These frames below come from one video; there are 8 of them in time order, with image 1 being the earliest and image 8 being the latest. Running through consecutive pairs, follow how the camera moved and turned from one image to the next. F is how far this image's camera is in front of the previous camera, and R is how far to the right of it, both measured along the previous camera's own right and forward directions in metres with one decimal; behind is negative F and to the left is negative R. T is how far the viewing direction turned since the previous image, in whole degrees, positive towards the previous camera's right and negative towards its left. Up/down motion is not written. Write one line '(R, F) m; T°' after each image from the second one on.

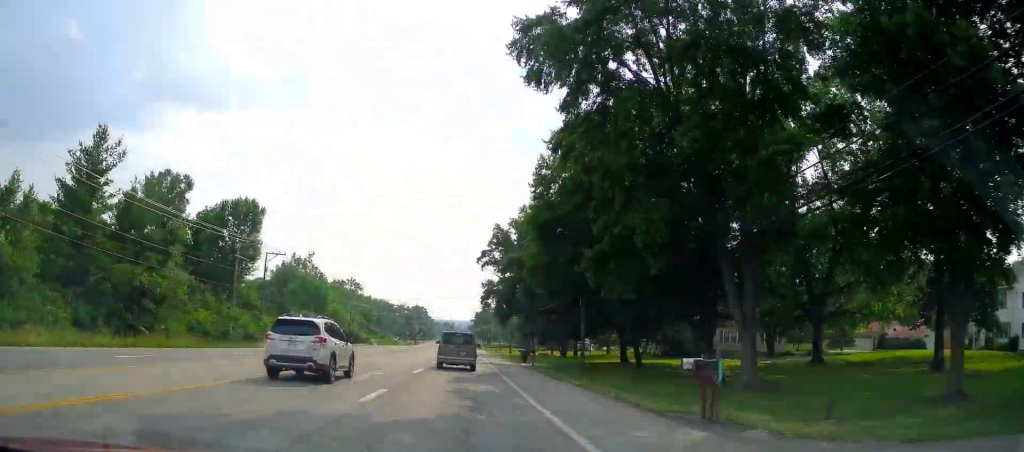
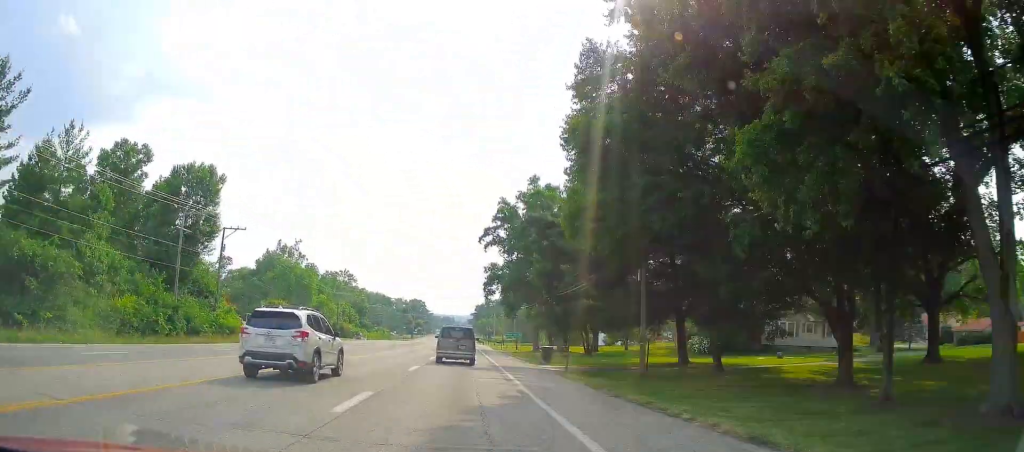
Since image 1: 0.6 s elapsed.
(+0.1, +14.4) m; +2°
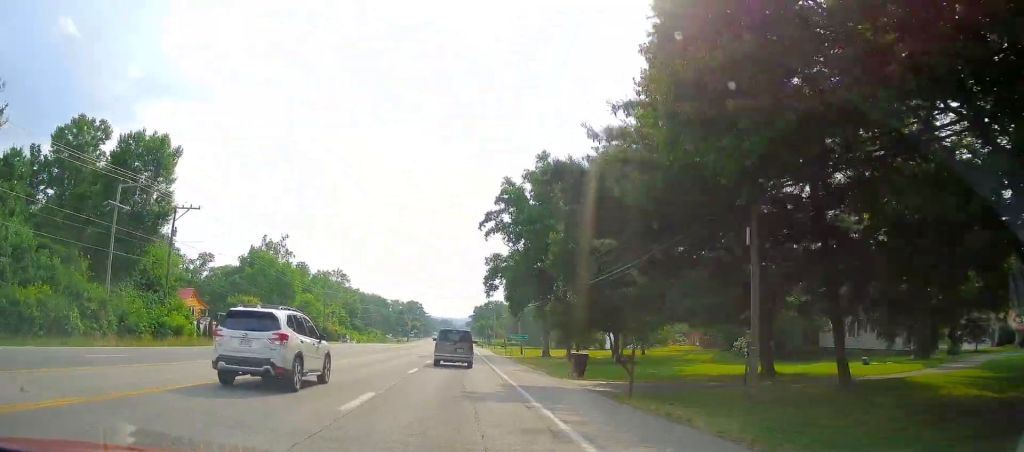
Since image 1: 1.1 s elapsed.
(+0.2, +11.4) m; 0°
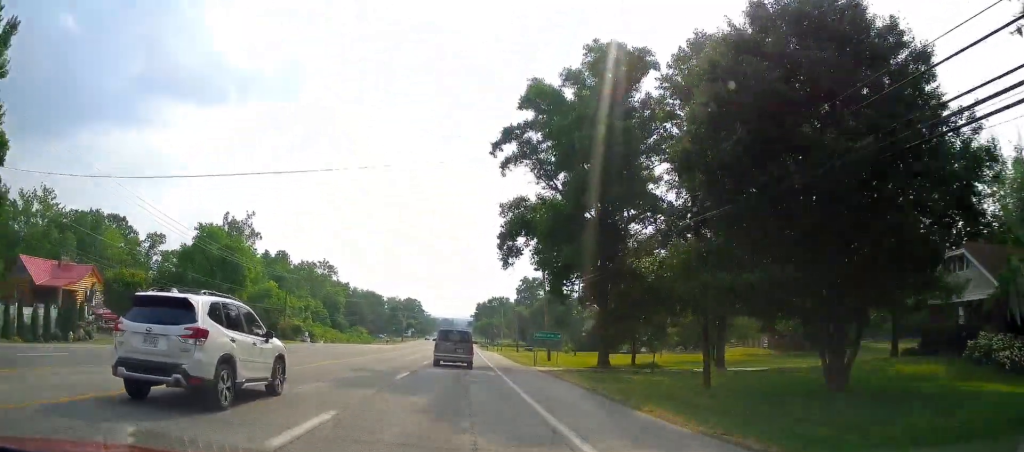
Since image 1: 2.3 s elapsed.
(0.0, +27.6) m; -1°
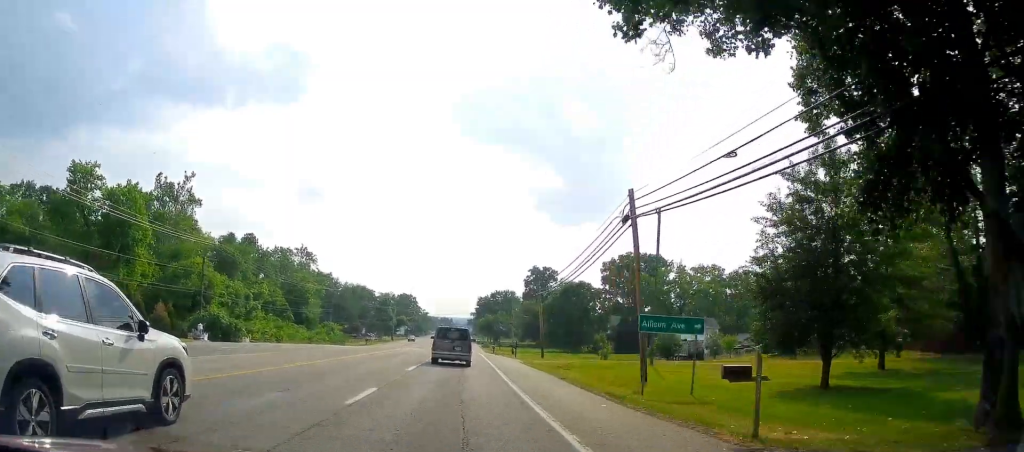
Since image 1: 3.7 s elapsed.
(-0.3, +31.5) m; -1°
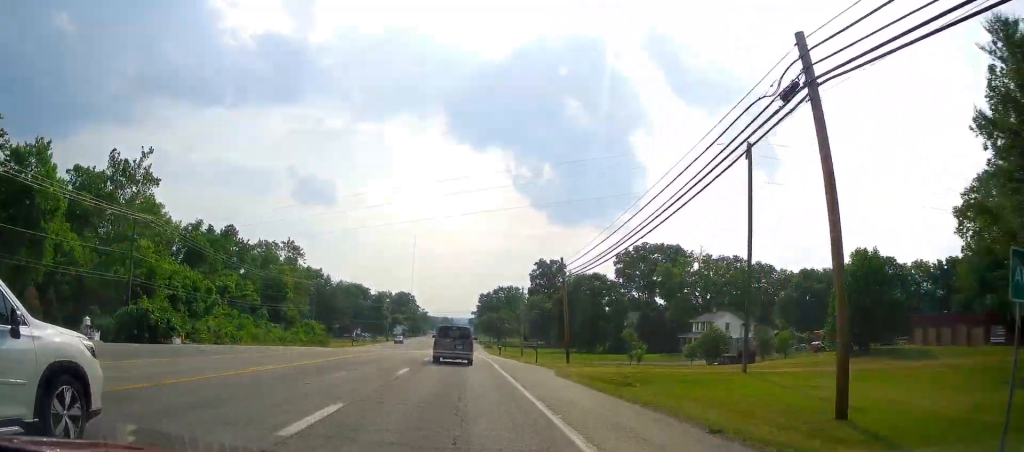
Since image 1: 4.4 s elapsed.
(0.0, +15.4) m; 0°
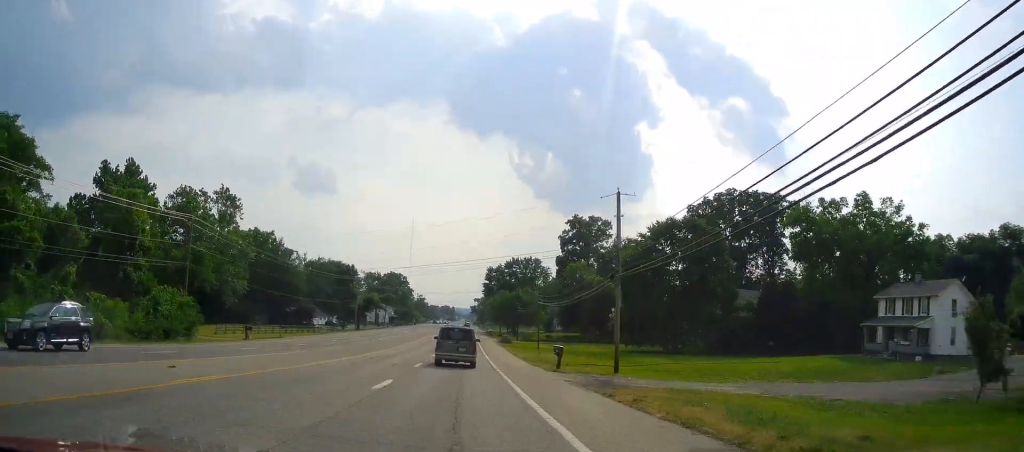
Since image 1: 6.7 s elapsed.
(0.0, +52.9) m; 0°
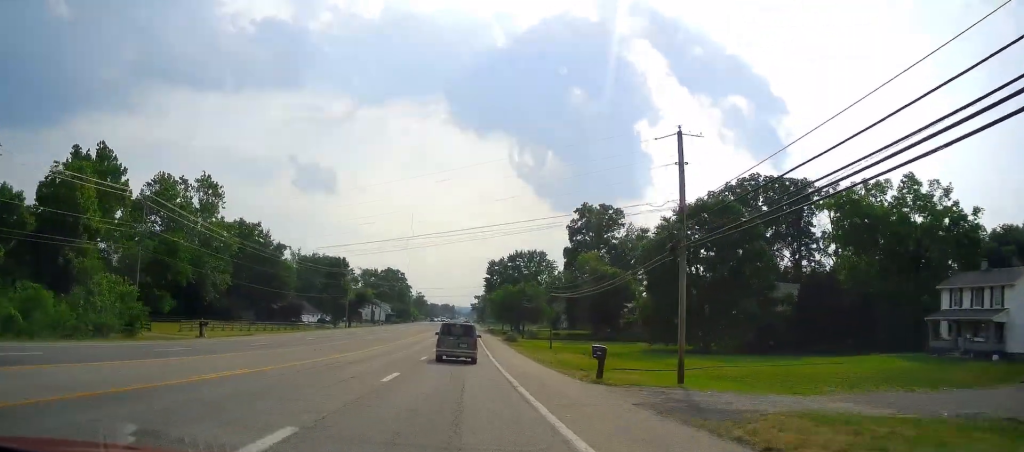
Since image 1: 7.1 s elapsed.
(0.0, +9.9) m; 0°
